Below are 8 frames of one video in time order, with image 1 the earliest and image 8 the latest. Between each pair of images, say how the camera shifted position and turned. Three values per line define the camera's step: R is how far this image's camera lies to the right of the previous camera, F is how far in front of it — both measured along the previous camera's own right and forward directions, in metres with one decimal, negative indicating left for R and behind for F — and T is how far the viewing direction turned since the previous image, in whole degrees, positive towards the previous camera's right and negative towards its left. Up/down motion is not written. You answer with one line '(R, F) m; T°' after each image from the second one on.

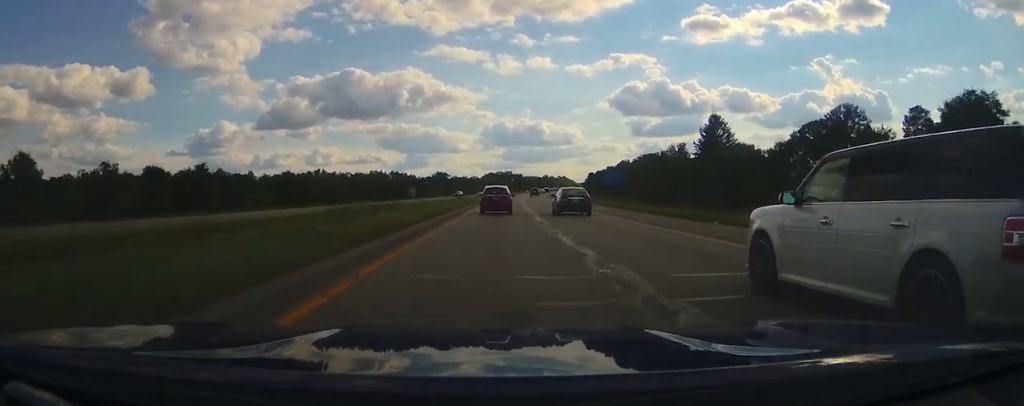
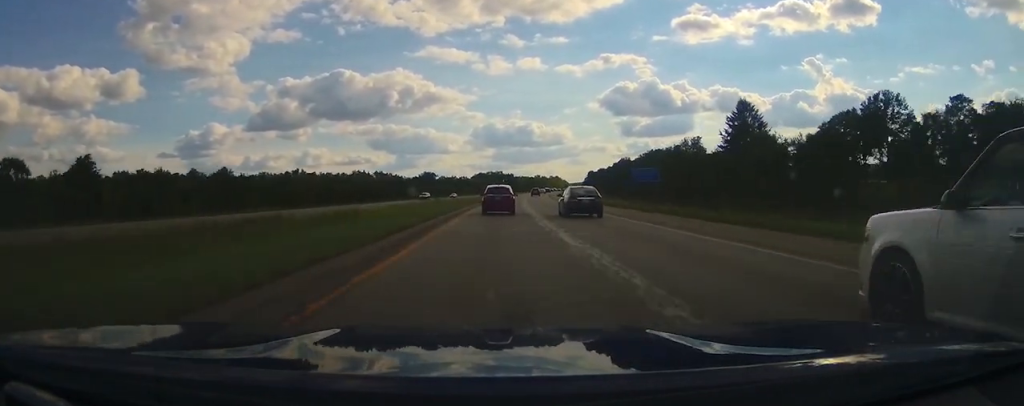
(+0.2, +24.5) m; +2°
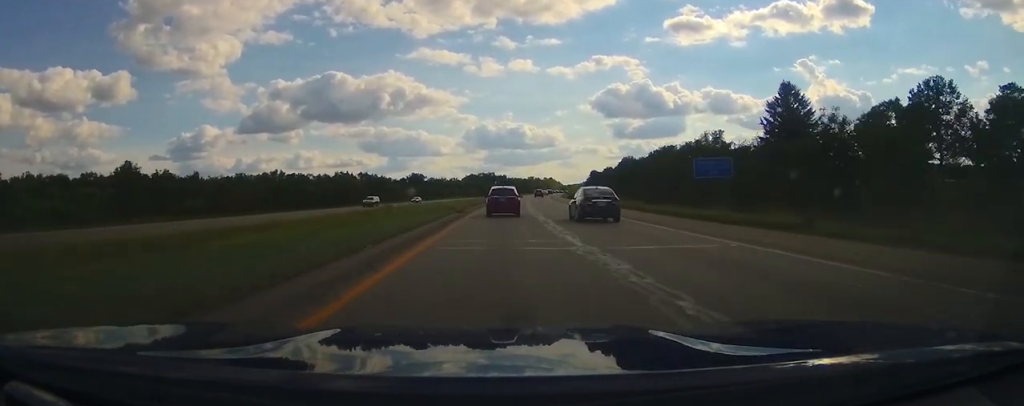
(+0.3, +24.4) m; +2°
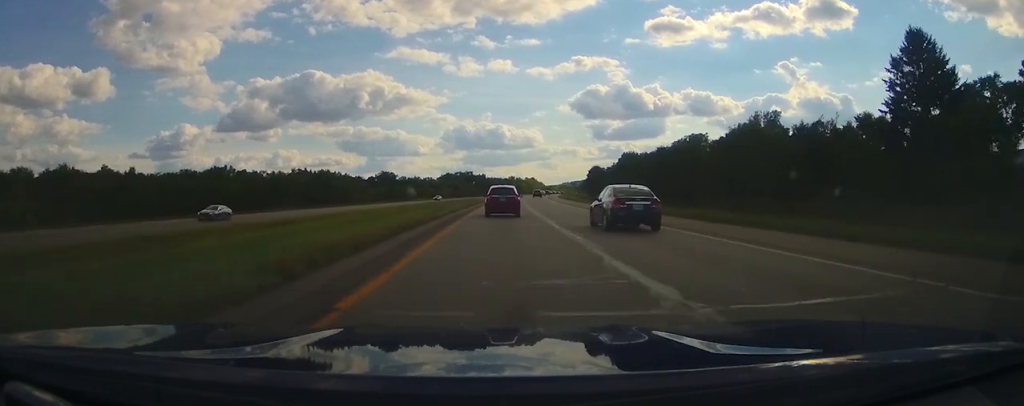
(+0.9, +43.2) m; +1°
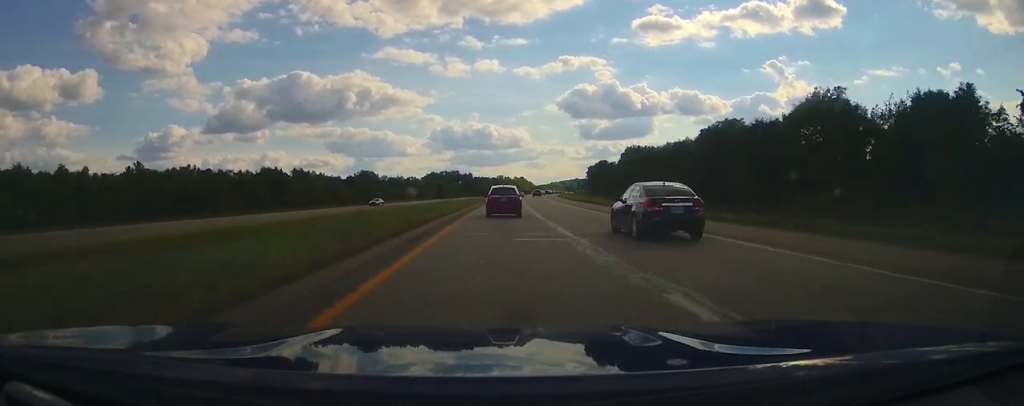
(0.0, +28.0) m; 0°
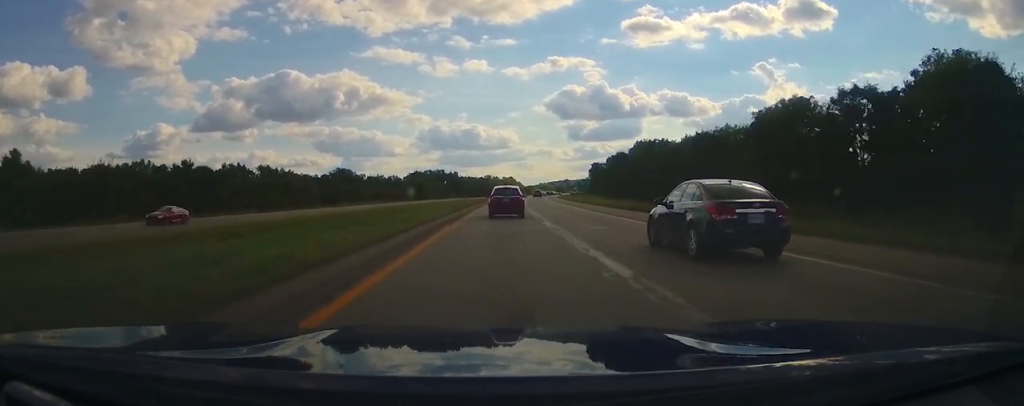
(0.0, +31.9) m; +1°
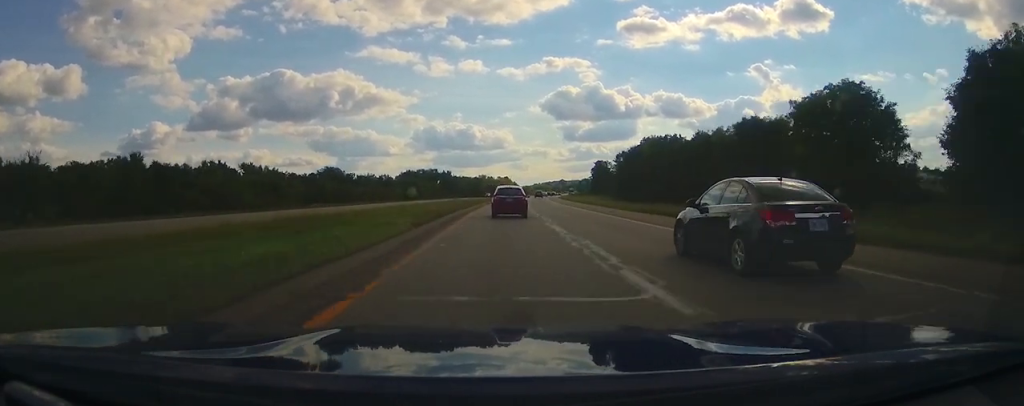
(+0.1, +14.8) m; +1°
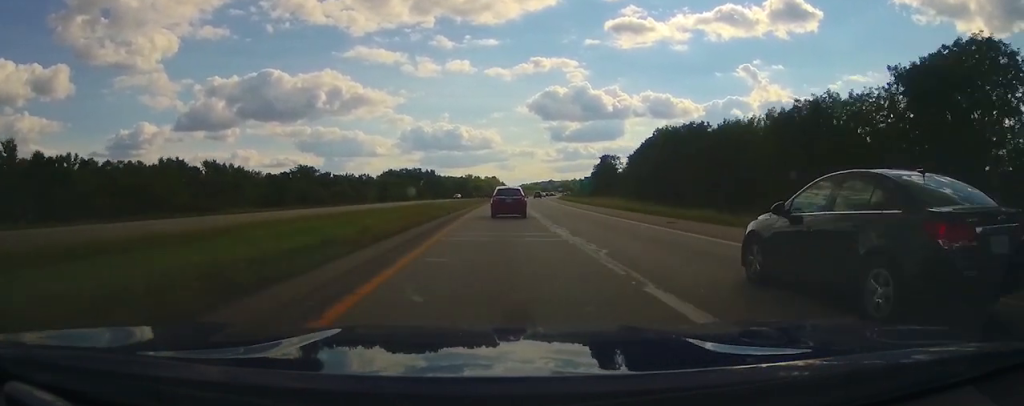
(+0.7, +26.4) m; +2°
